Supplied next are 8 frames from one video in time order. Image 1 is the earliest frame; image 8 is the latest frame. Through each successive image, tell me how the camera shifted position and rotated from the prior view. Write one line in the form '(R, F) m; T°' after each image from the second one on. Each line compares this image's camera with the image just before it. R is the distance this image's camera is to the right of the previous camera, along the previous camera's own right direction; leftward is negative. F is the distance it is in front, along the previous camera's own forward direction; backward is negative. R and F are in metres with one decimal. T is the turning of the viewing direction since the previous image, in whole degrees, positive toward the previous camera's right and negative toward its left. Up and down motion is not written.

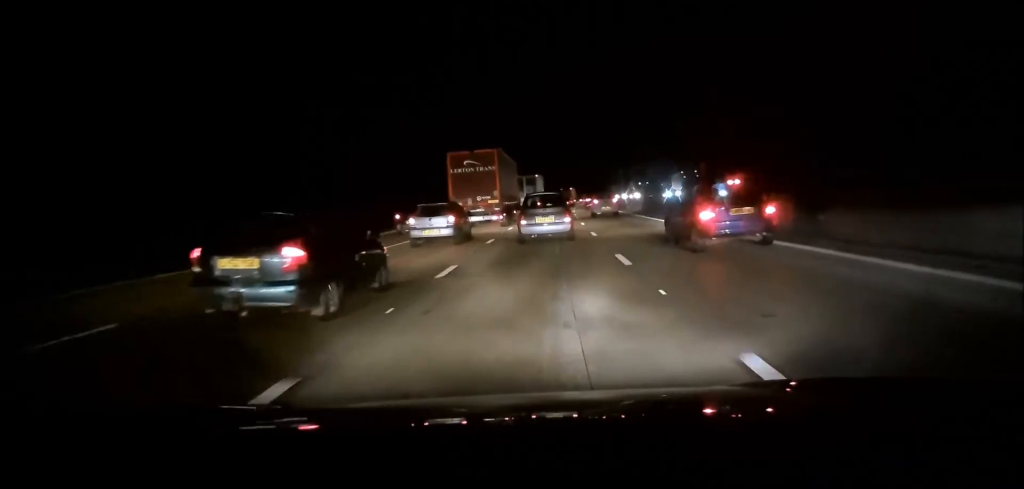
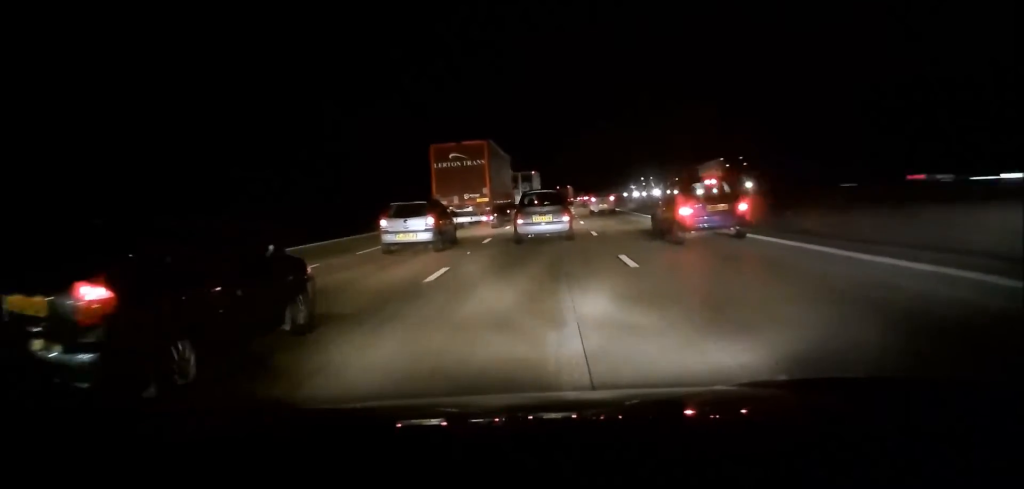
(0.0, +10.2) m; -1°
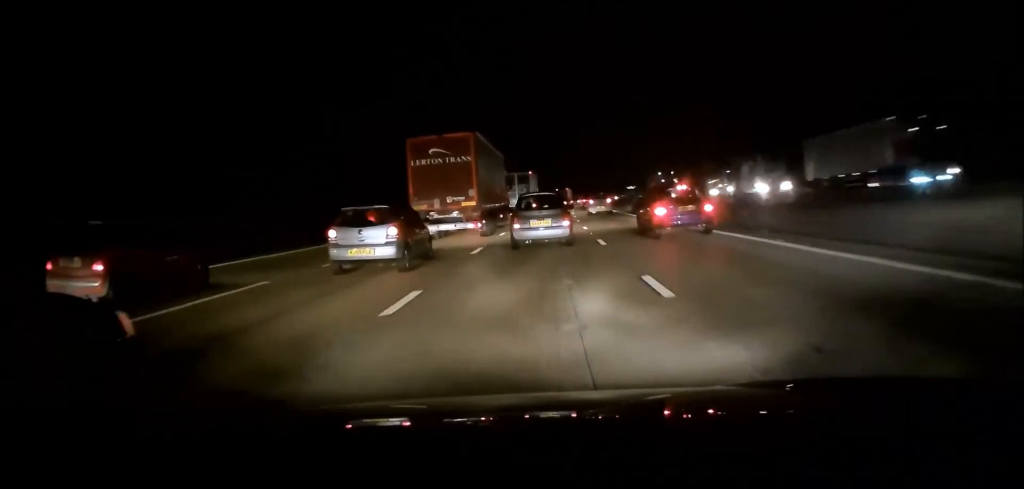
(-0.3, +12.3) m; 0°
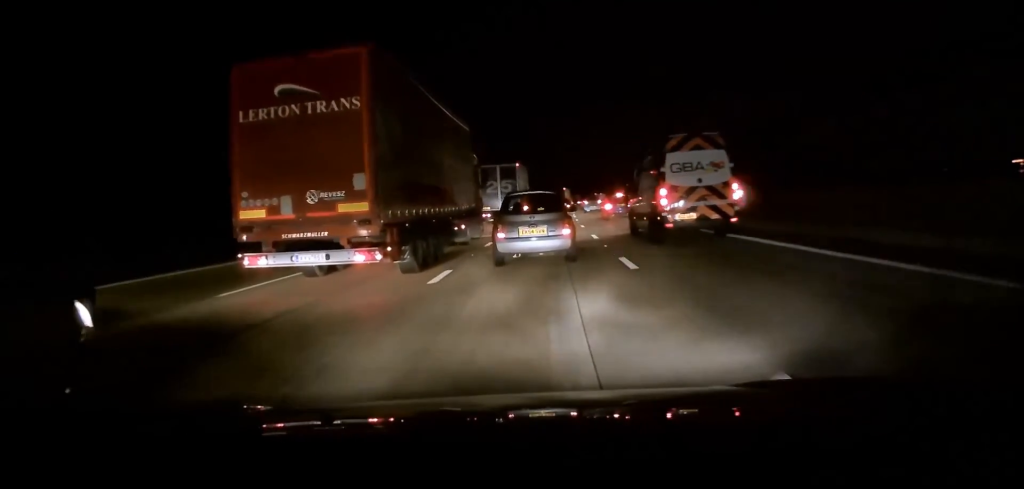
(+2.0, +41.9) m; +5°
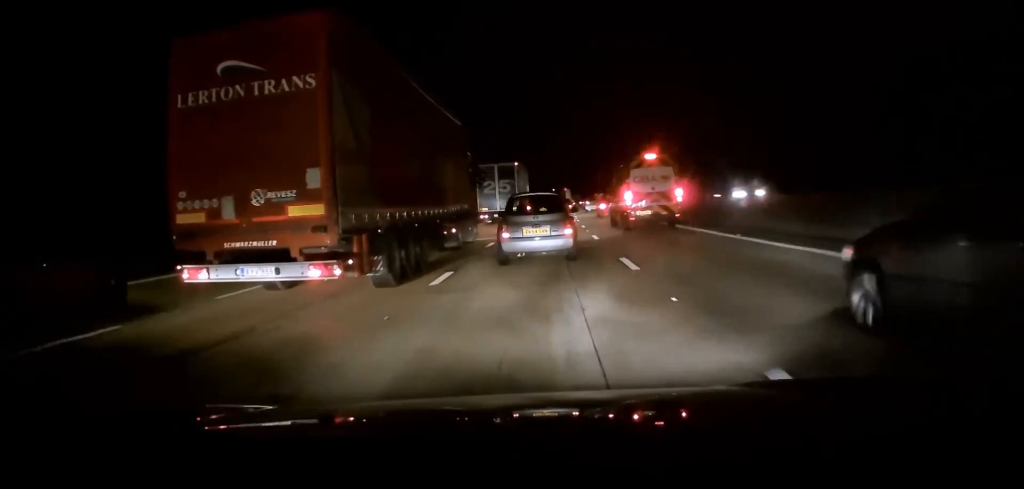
(+0.2, +8.7) m; 0°
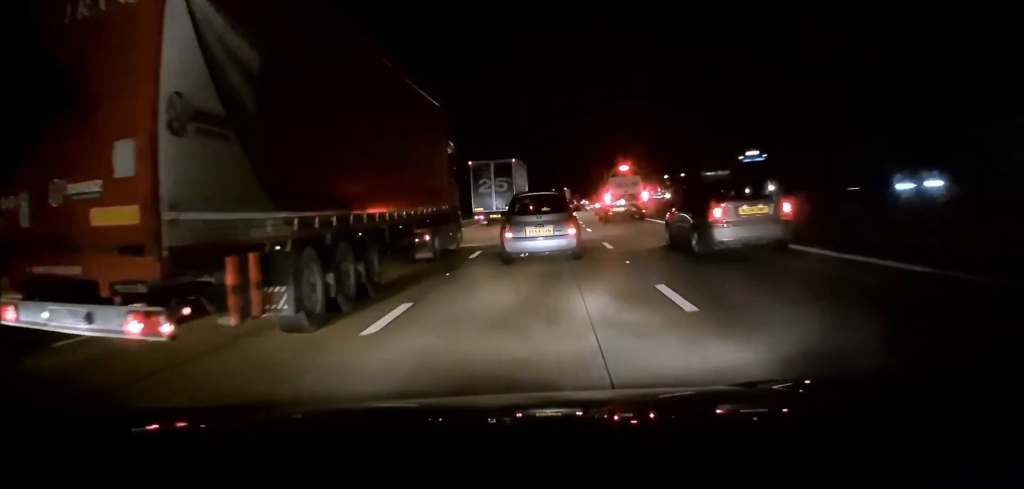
(-0.2, +12.7) m; 0°
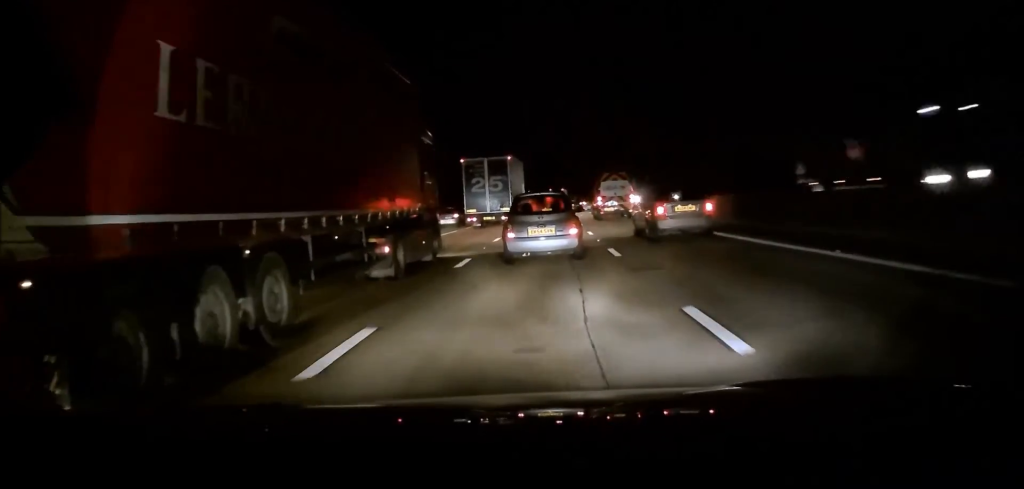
(+0.2, +11.8) m; -1°
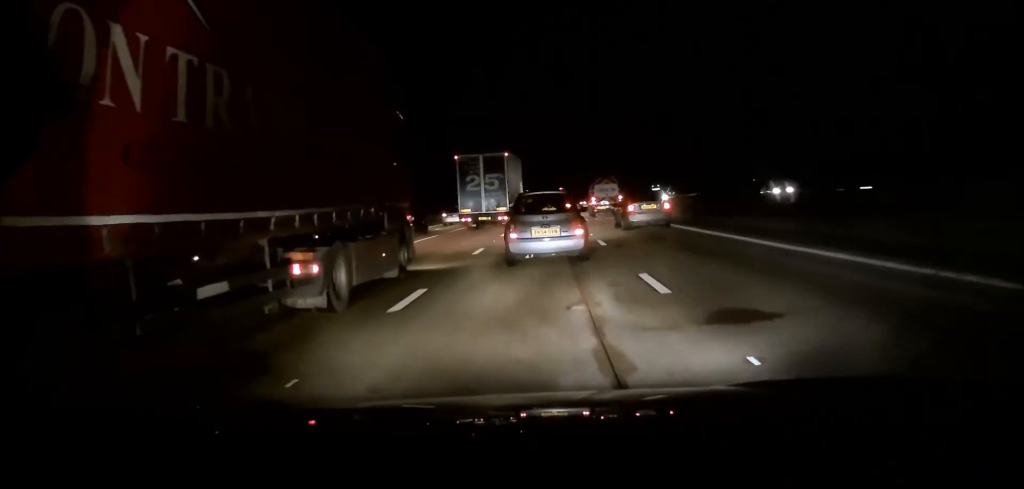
(-0.5, +16.2) m; -1°
